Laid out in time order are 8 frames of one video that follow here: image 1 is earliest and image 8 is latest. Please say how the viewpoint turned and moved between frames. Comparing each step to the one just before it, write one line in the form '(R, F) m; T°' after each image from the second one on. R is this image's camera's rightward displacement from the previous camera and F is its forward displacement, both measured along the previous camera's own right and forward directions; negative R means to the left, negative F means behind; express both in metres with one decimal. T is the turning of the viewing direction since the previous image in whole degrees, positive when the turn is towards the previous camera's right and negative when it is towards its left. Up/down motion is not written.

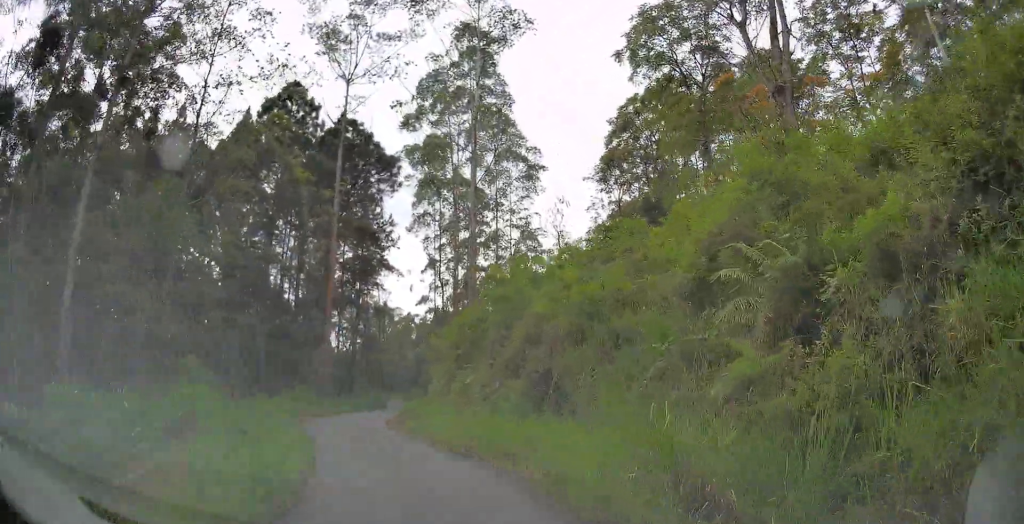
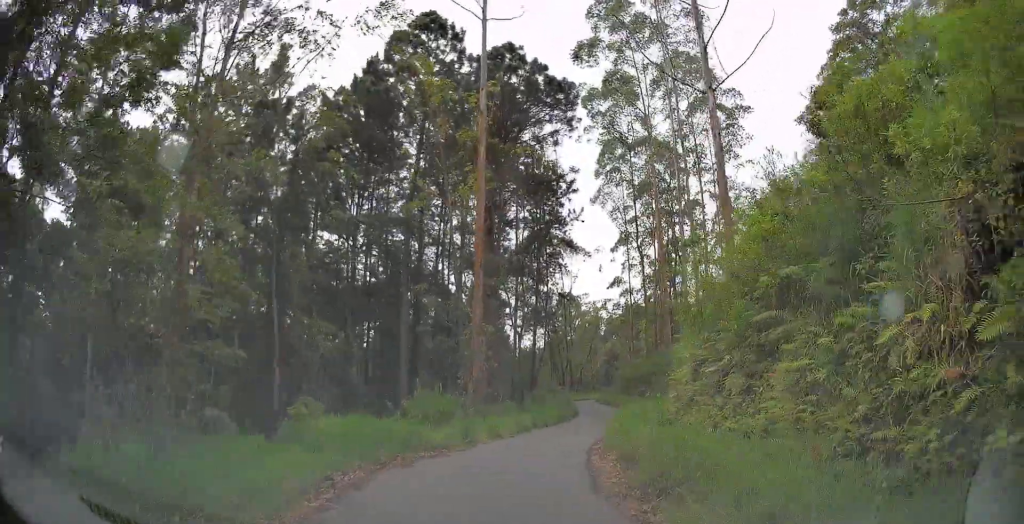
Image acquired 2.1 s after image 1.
(-1.8, +16.1) m; -10°
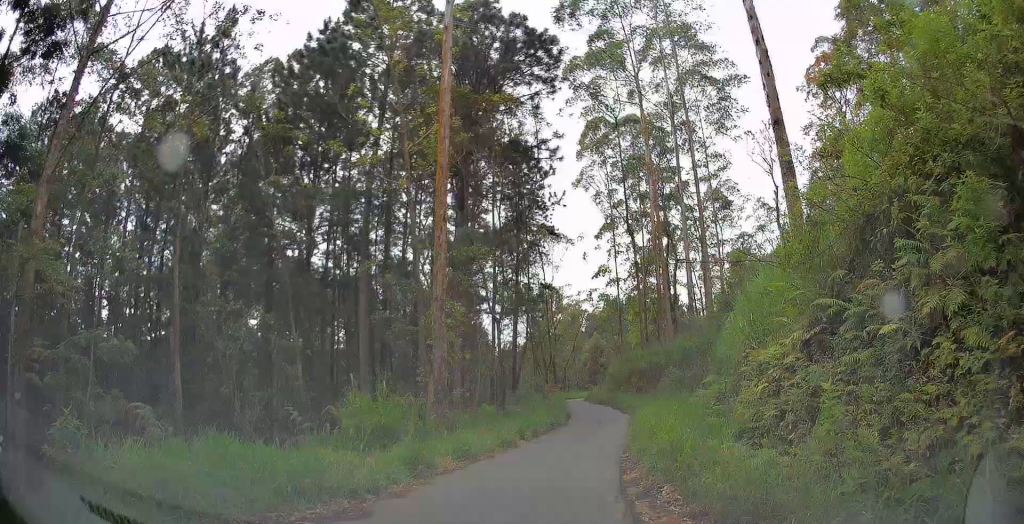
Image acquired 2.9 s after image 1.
(-0.2, +6.4) m; 0°
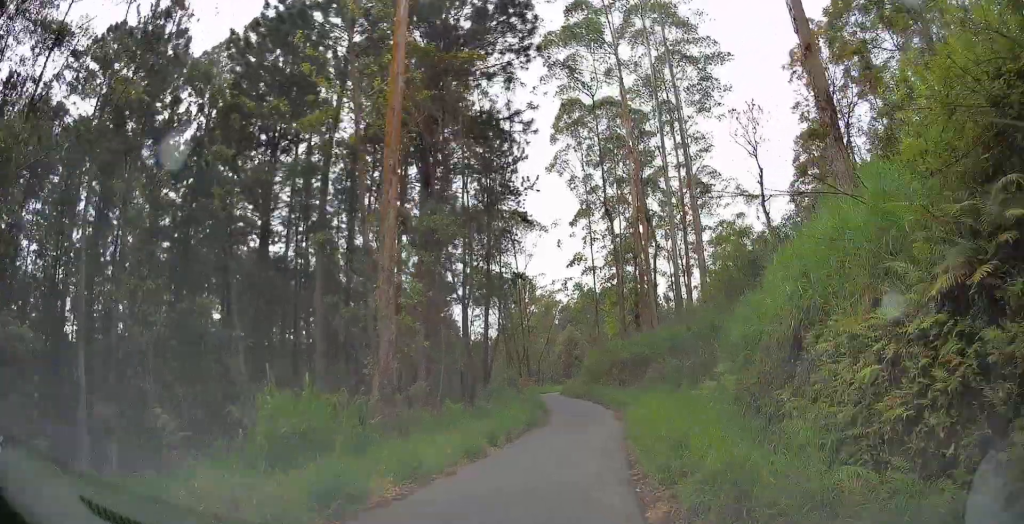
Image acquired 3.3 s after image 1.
(0.0, +3.5) m; +2°
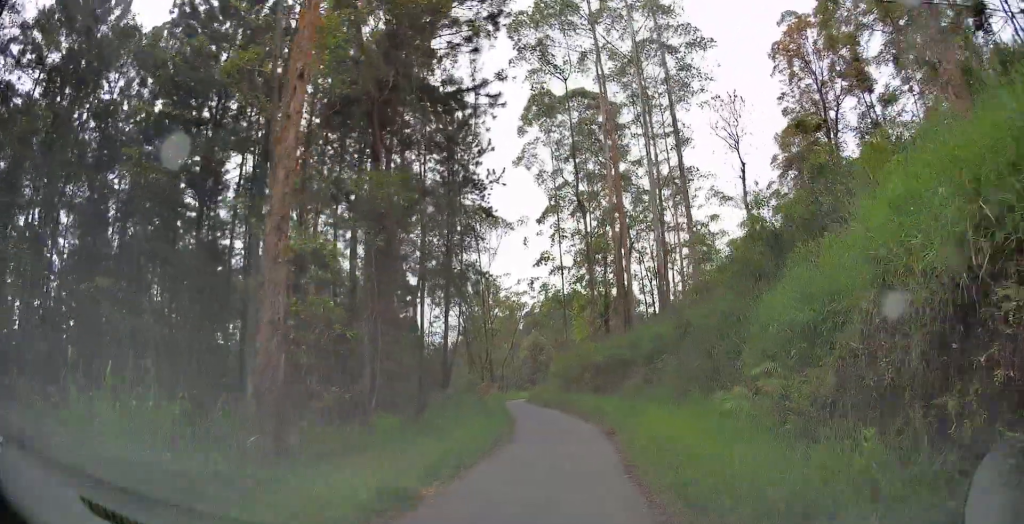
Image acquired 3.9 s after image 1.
(+0.1, +4.5) m; +2°
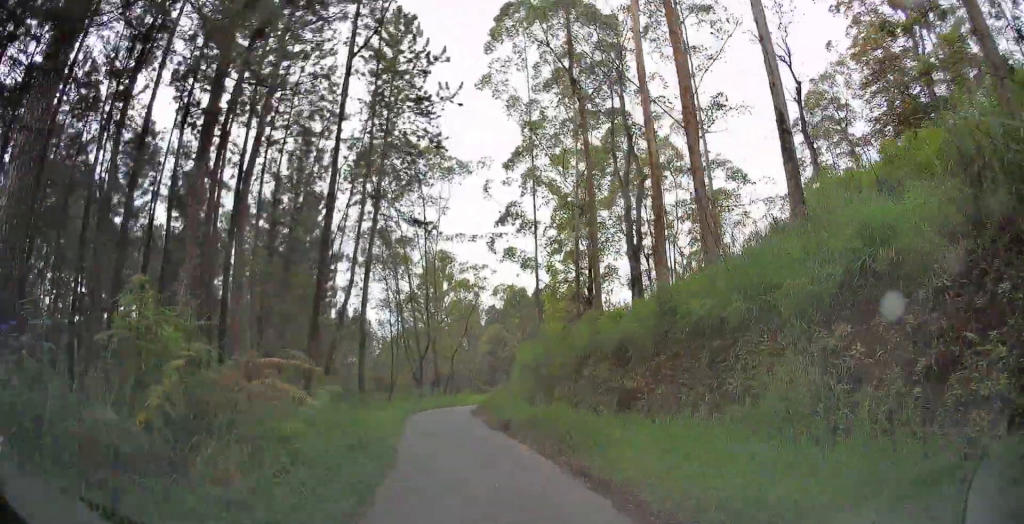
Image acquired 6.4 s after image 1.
(+1.1, +18.7) m; +1°
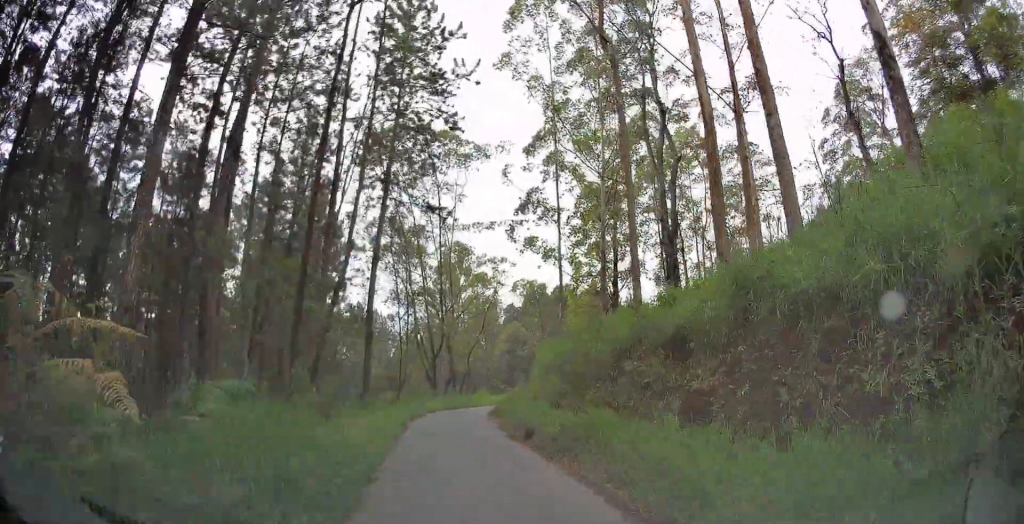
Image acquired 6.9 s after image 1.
(-0.1, +3.5) m; -1°
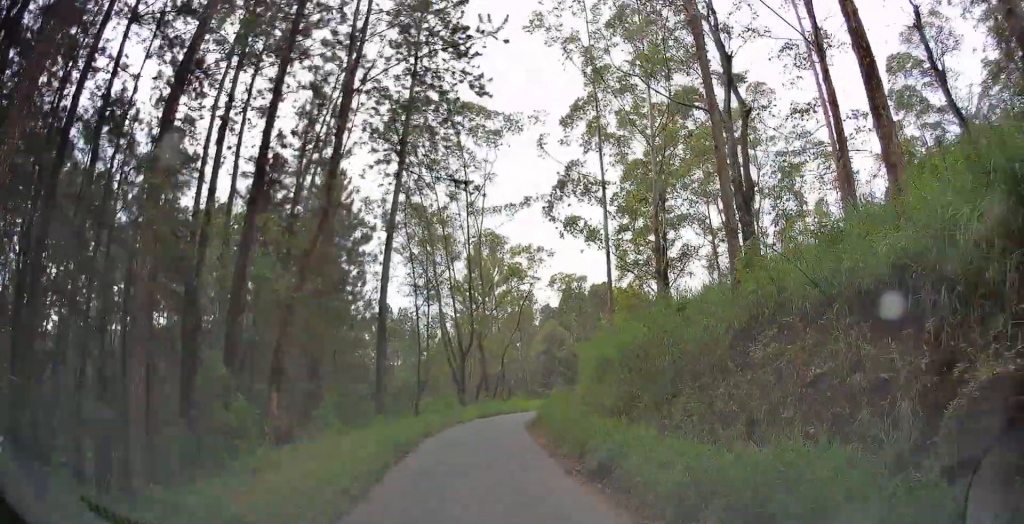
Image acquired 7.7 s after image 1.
(-0.2, +6.2) m; -2°
